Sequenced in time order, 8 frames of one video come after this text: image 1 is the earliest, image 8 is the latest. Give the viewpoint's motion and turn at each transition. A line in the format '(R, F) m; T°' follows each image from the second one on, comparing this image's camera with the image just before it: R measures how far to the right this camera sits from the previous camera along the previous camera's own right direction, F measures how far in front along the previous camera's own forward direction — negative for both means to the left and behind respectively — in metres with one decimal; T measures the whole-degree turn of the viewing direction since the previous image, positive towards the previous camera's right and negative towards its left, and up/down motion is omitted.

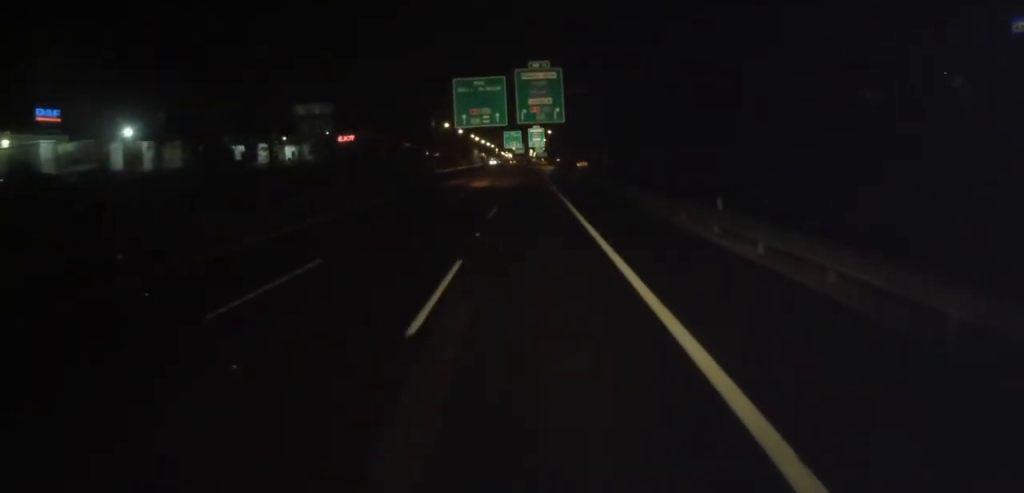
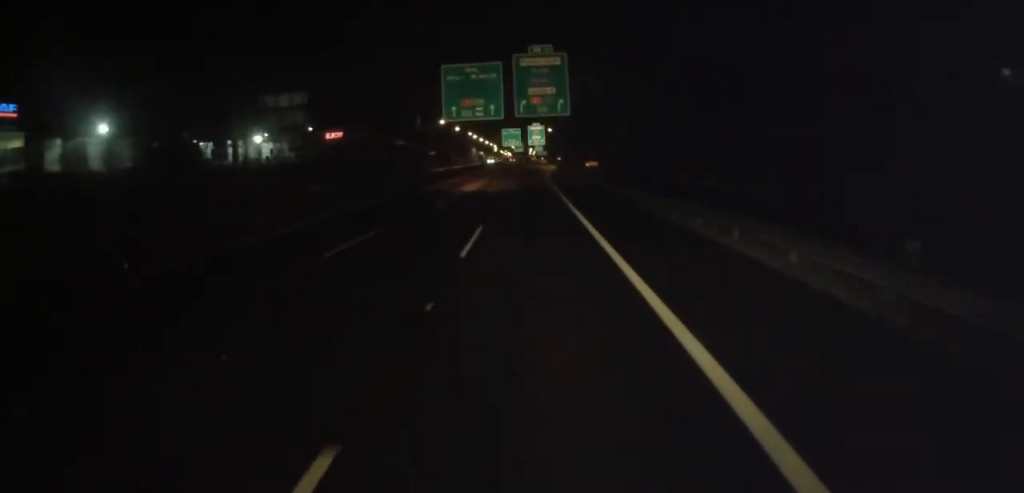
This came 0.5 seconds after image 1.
(-0.1, +10.0) m; 0°
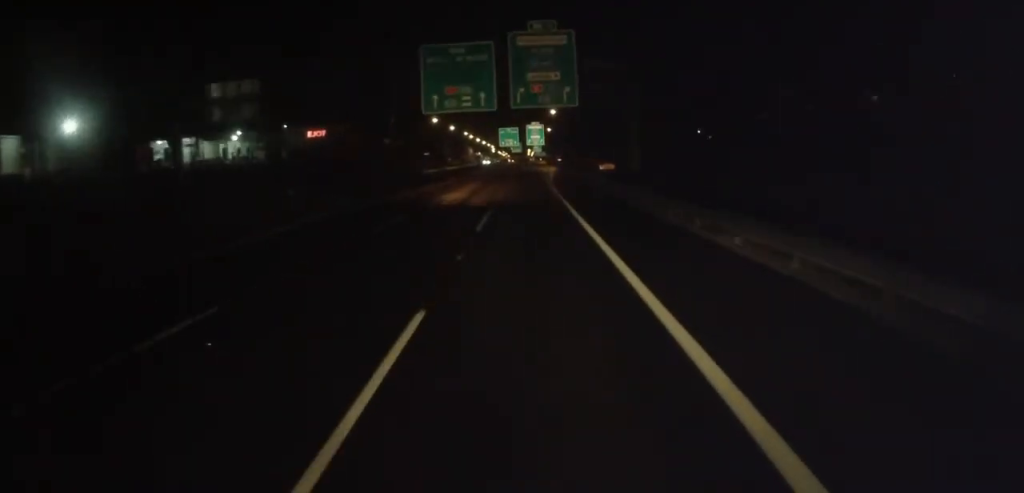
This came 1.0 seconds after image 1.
(+0.1, +12.2) m; 0°
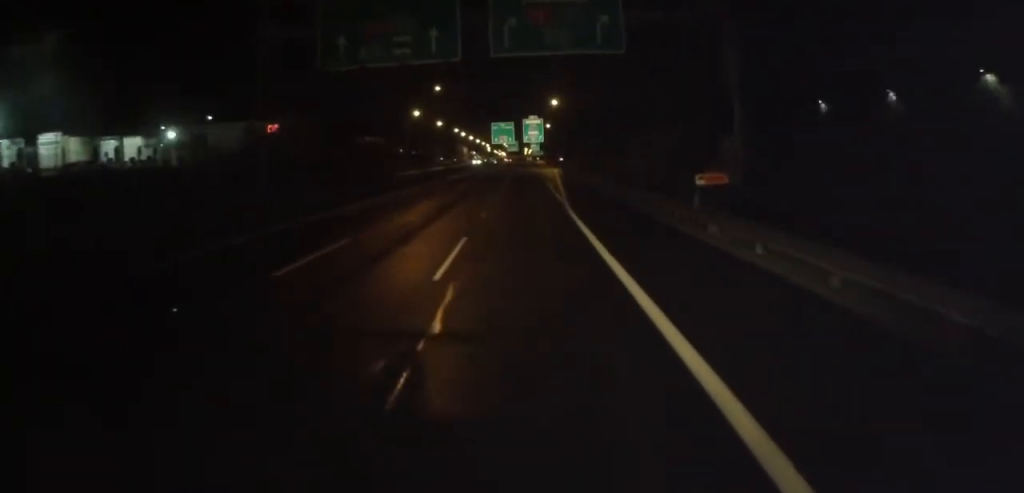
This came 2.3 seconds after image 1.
(+0.2, +26.5) m; 0°
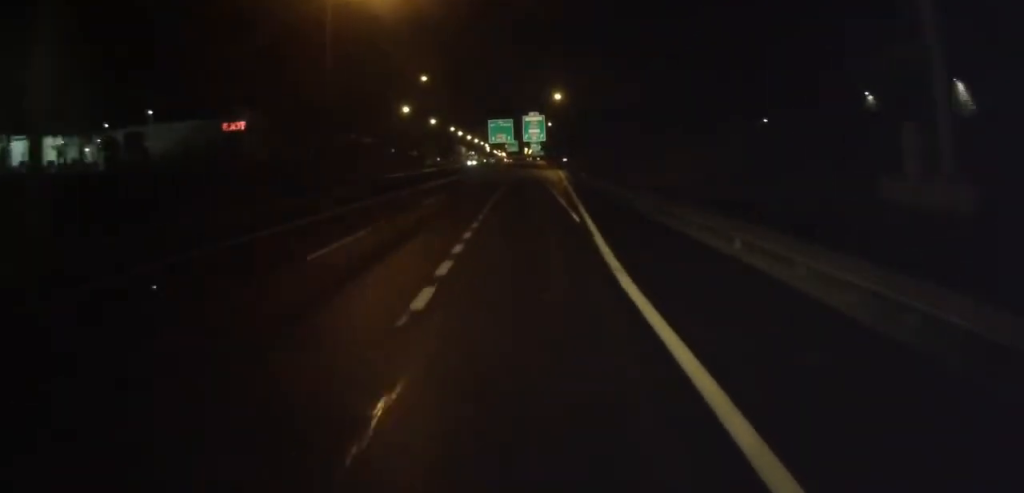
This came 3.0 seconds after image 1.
(0.0, +15.1) m; 0°
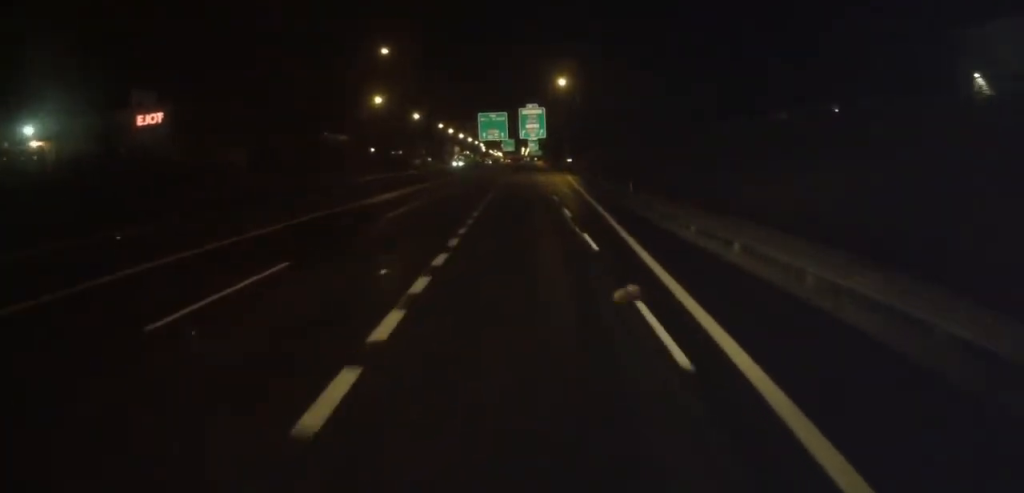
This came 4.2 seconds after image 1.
(0.0, +25.7) m; 0°
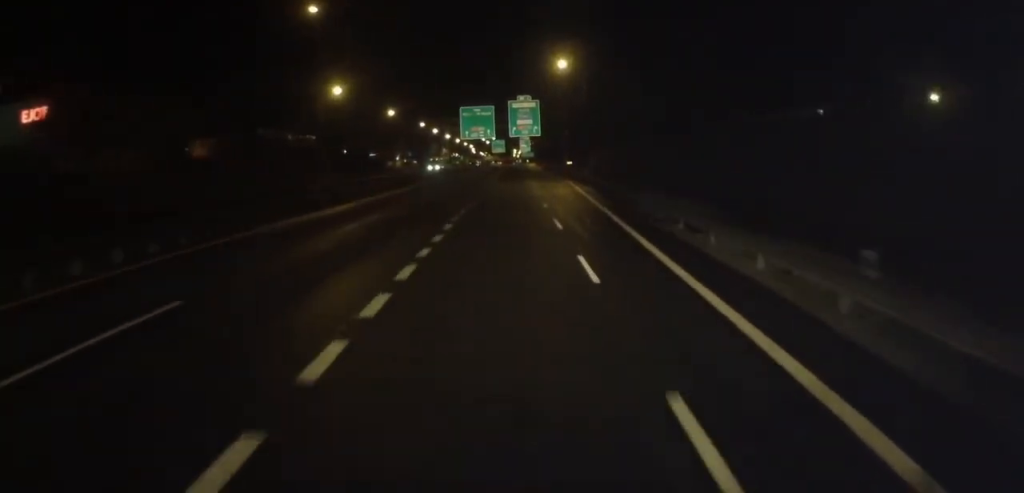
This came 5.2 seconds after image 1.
(0.0, +22.6) m; 0°
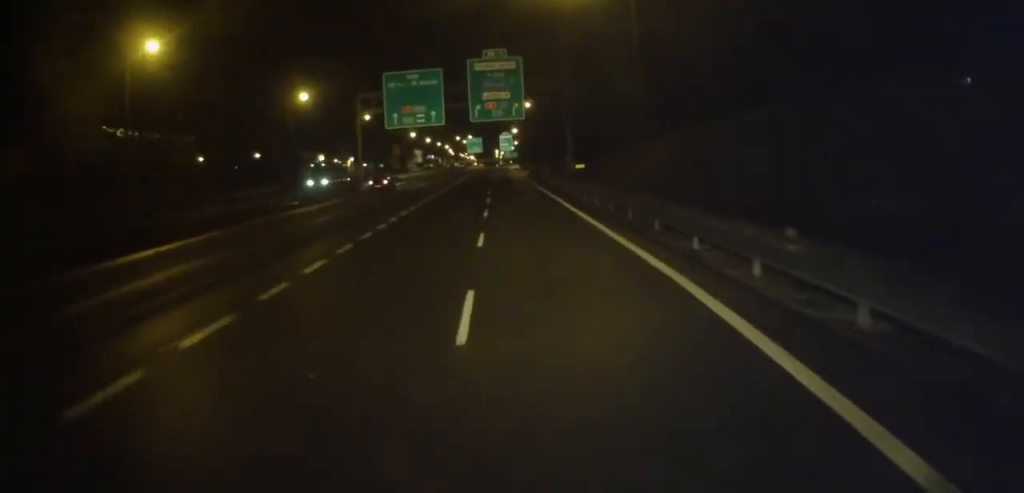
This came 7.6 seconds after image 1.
(+0.6, +49.3) m; +2°
